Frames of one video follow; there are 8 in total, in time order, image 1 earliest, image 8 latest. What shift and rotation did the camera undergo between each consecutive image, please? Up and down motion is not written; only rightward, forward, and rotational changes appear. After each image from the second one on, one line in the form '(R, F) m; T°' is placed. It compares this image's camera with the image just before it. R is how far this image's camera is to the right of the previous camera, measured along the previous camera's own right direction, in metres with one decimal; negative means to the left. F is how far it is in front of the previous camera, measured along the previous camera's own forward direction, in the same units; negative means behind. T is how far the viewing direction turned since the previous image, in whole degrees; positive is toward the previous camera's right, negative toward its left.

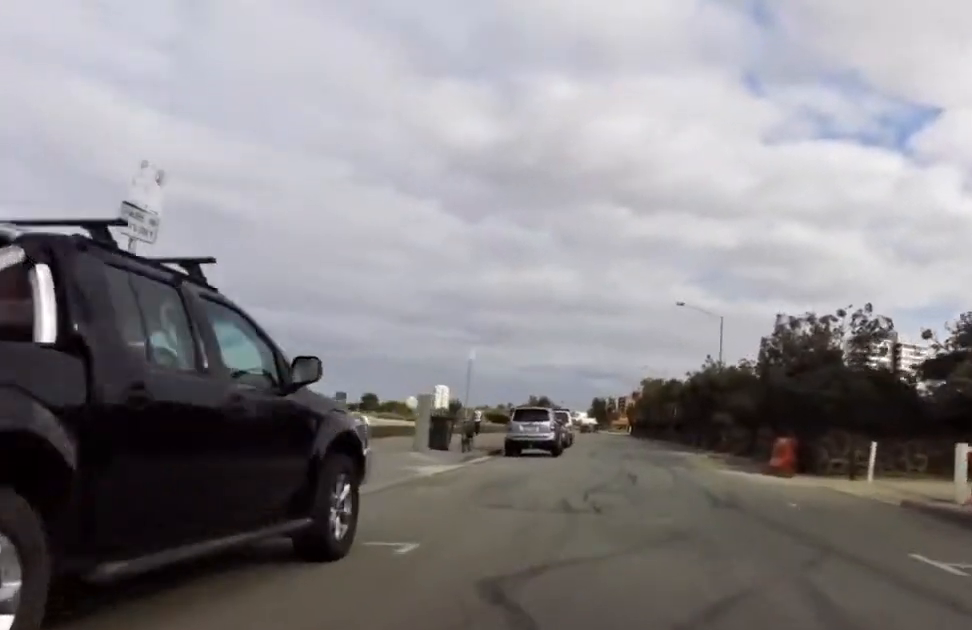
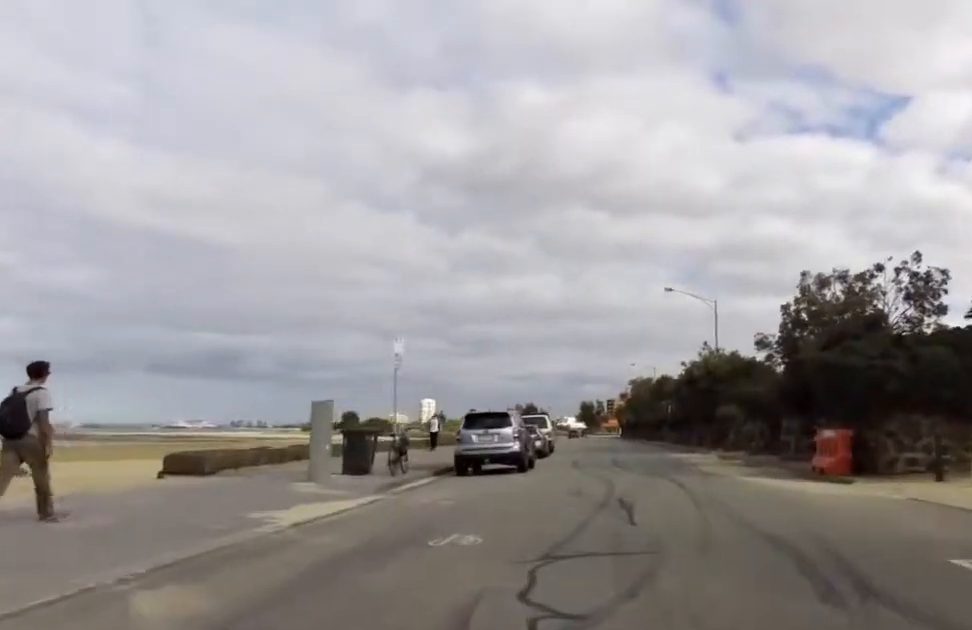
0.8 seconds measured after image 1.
(+0.3, +6.5) m; -1°
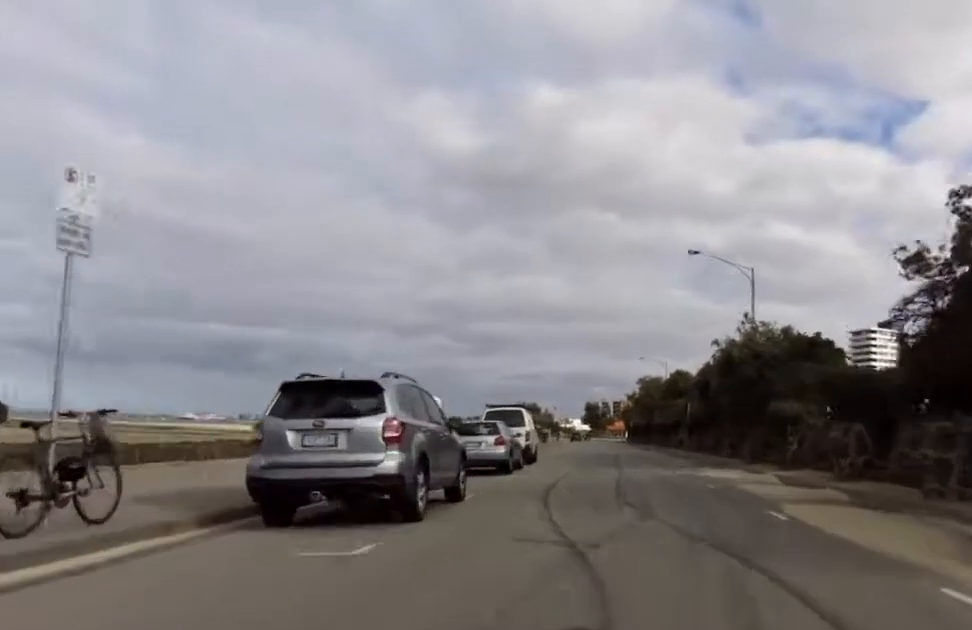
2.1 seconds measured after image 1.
(-0.7, +11.0) m; -4°
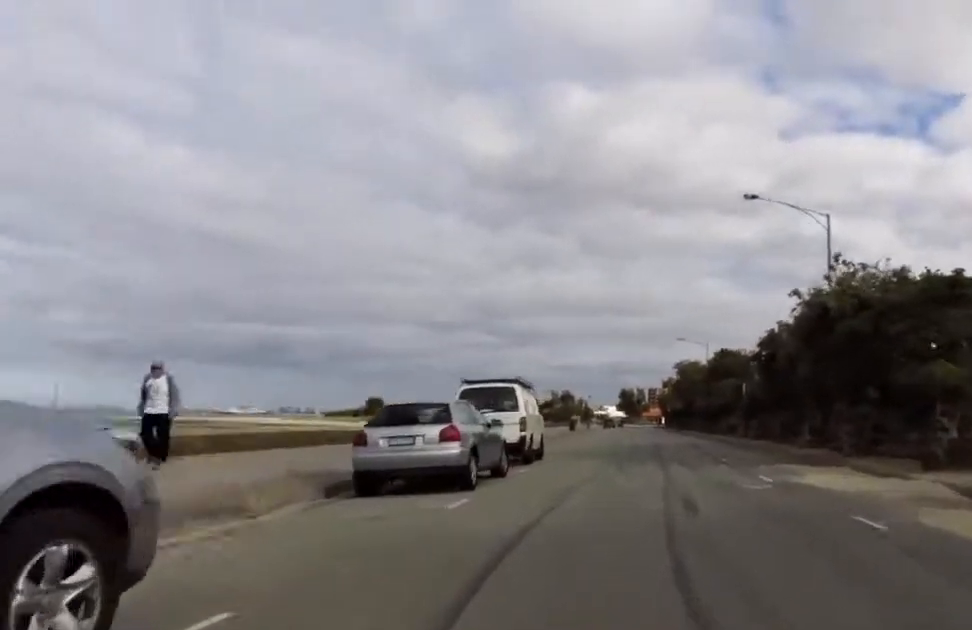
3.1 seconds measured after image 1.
(+0.4, +9.1) m; -5°
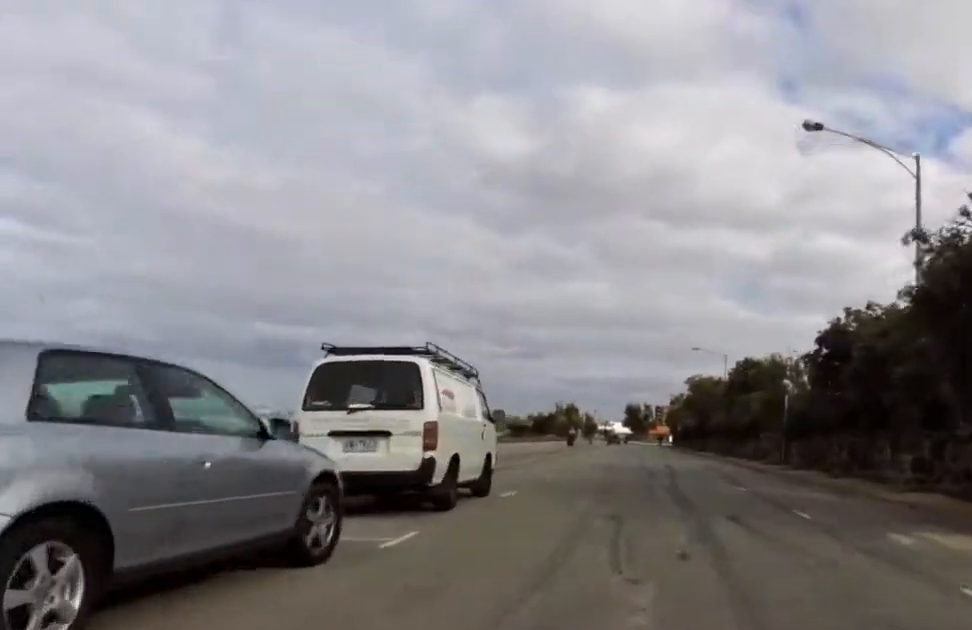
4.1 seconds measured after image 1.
(-1.2, +8.4) m; -6°
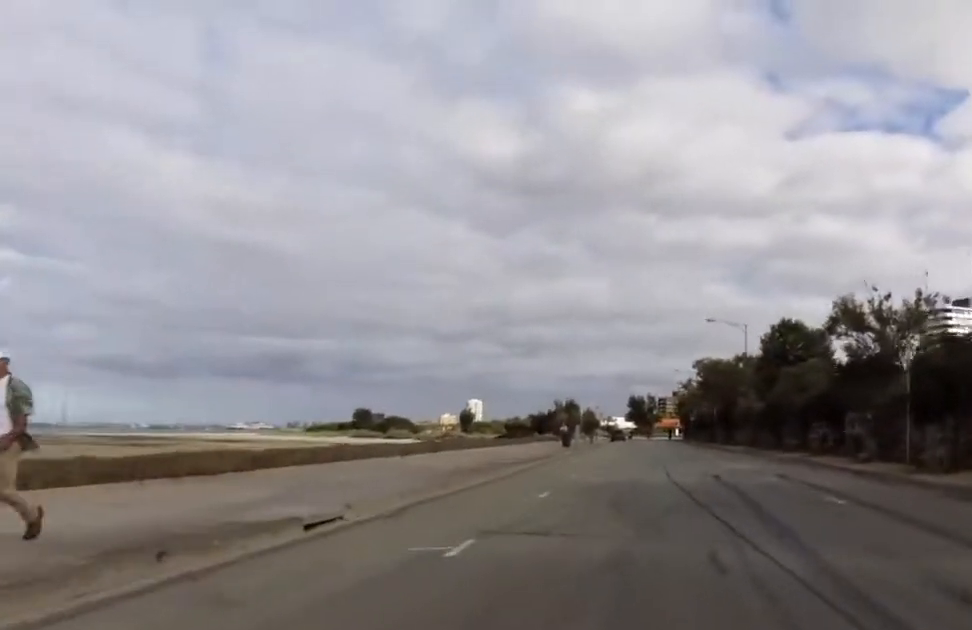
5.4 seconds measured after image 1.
(+0.4, +11.4) m; +4°
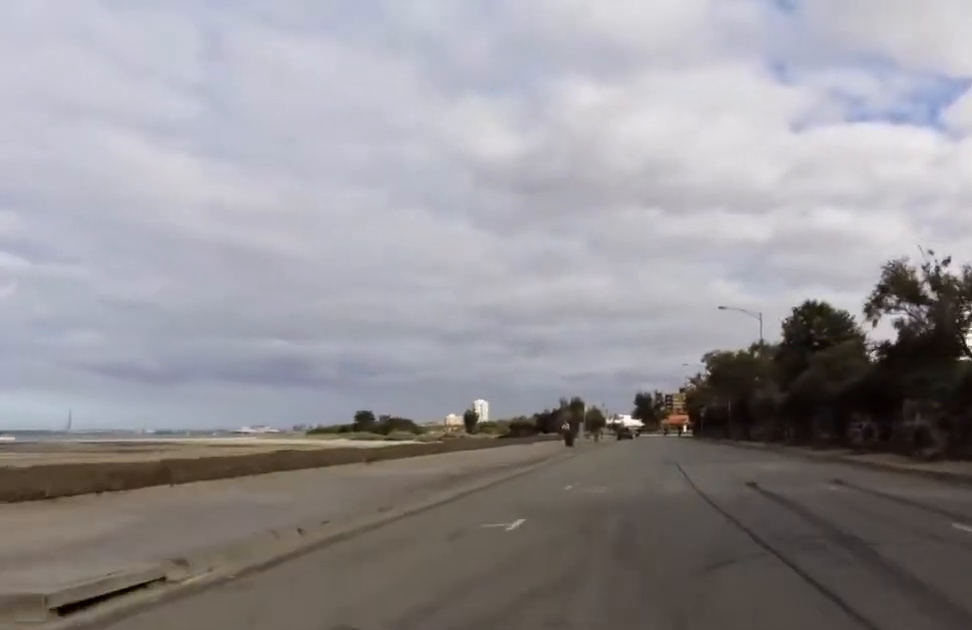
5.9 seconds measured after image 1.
(0.0, +4.0) m; 0°
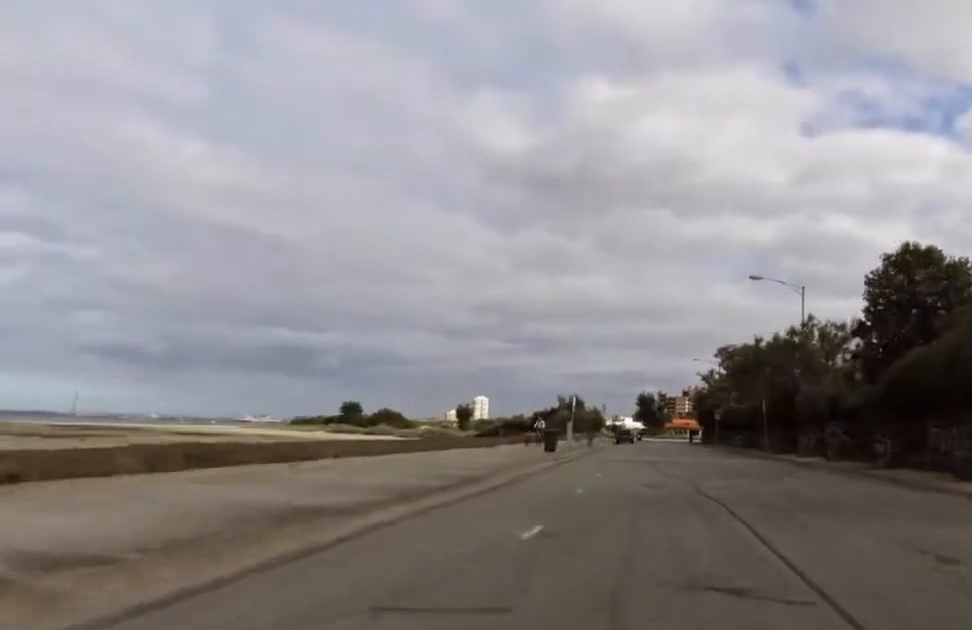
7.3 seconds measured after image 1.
(+0.1, +12.6) m; 0°
